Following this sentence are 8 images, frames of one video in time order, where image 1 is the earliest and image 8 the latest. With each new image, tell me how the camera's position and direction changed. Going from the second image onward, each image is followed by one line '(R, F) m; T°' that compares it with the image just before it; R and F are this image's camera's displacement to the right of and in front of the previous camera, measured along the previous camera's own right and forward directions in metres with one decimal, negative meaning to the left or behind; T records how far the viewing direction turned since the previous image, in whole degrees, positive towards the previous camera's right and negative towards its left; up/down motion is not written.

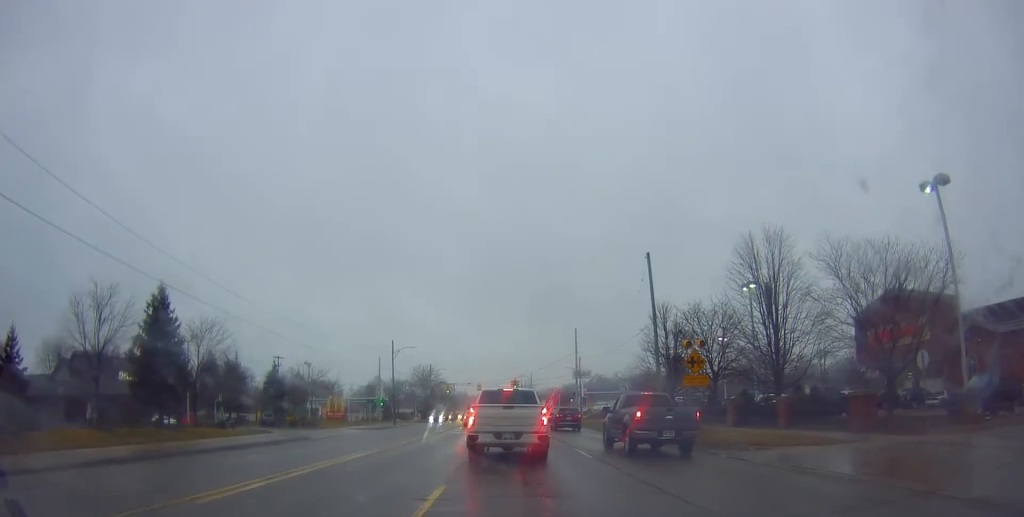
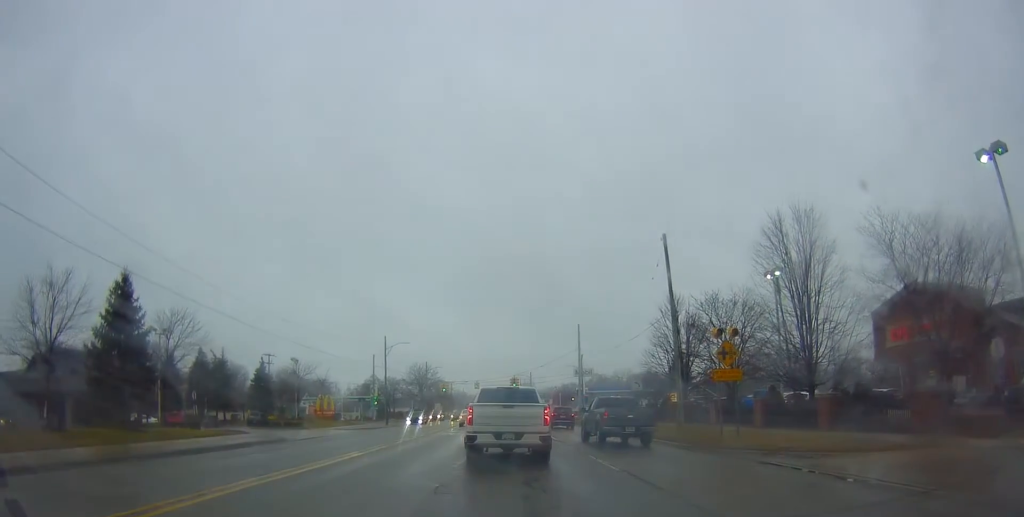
(0.0, +3.9) m; 0°
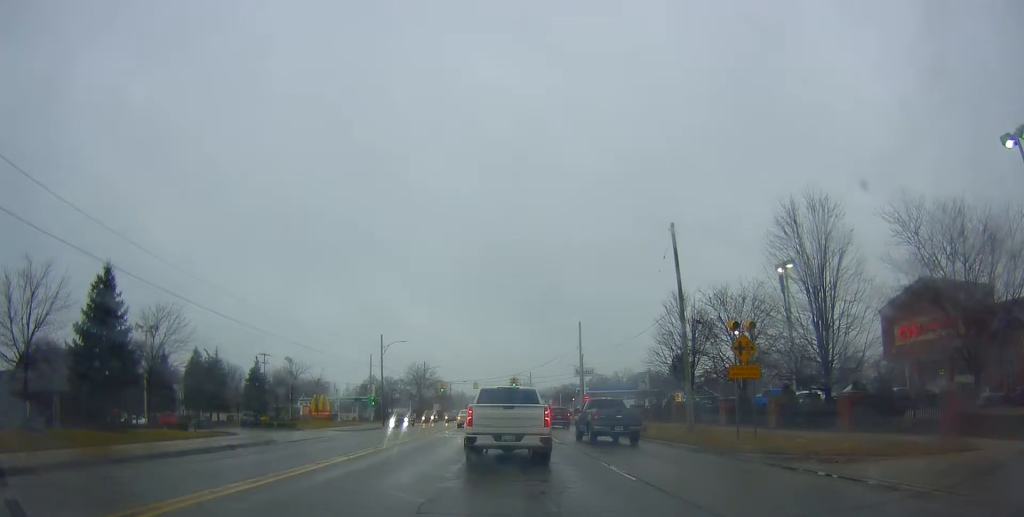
(0.0, +1.7) m; 0°
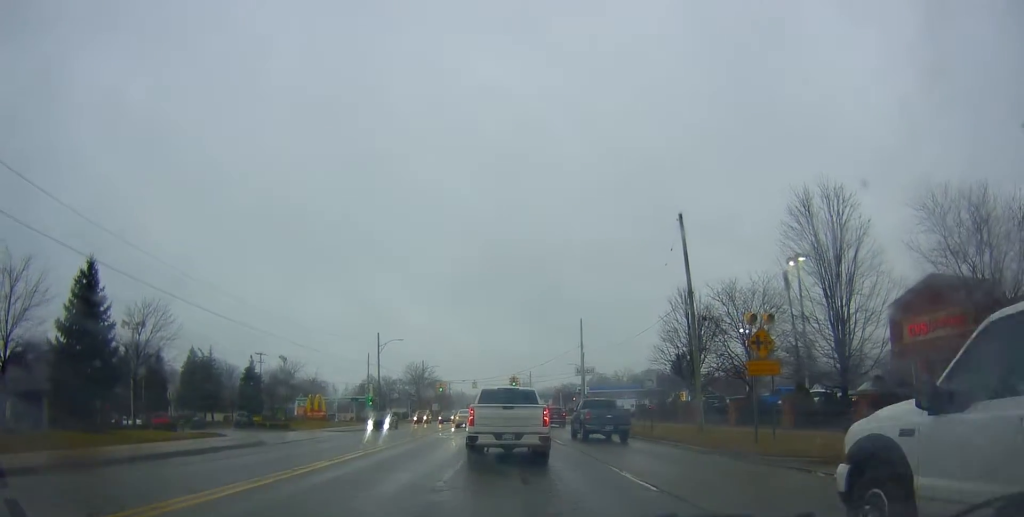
(0.0, +1.5) m; 0°
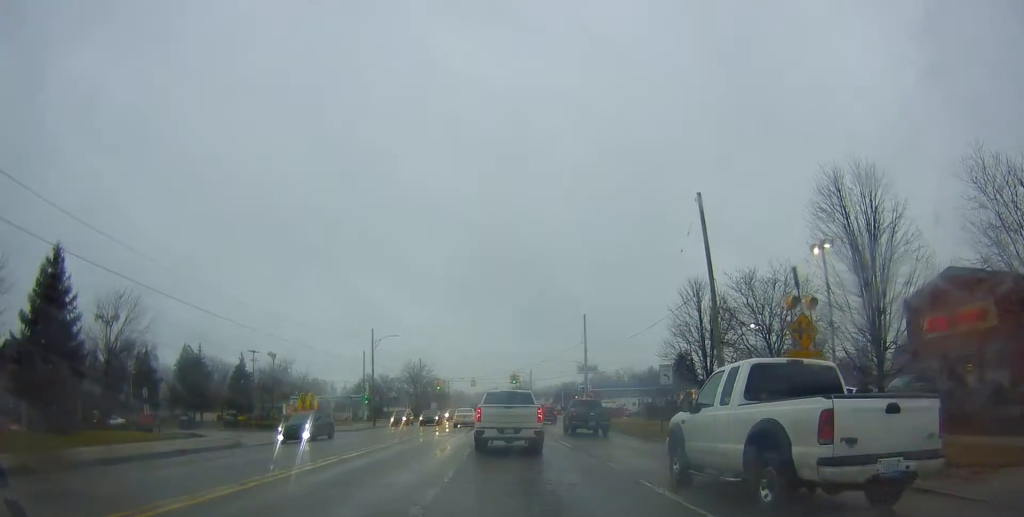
(0.0, +3.0) m; 0°
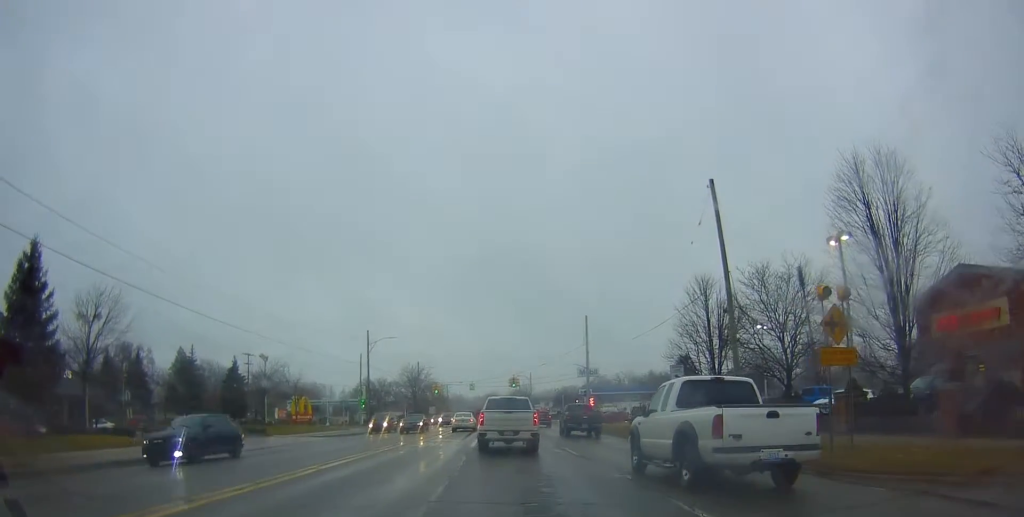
(0.0, +1.6) m; 0°
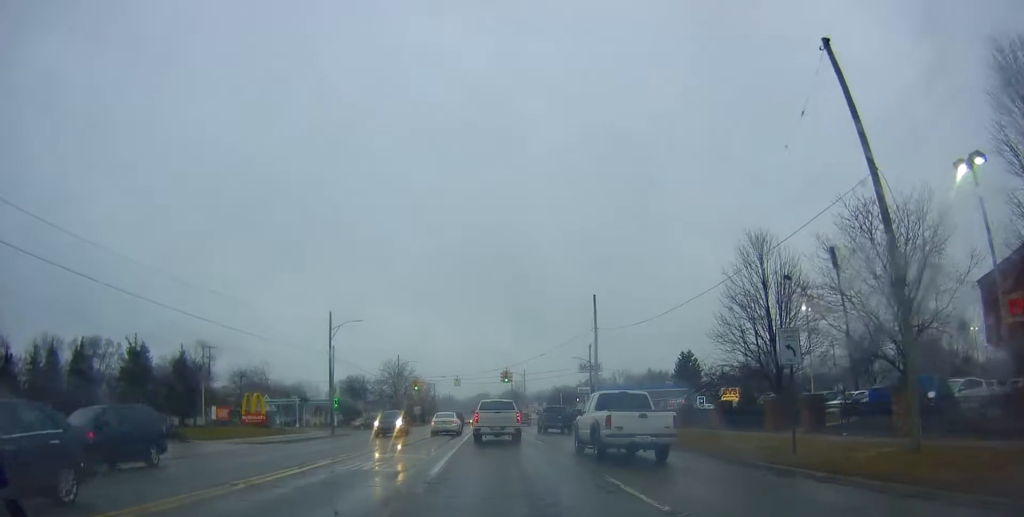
(0.0, +9.8) m; 0°
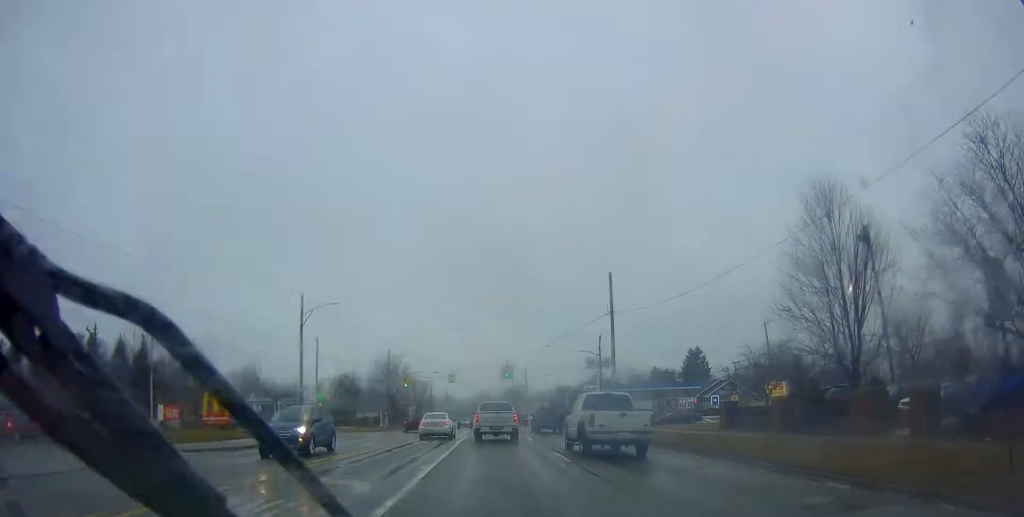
(0.0, +7.2) m; 0°
